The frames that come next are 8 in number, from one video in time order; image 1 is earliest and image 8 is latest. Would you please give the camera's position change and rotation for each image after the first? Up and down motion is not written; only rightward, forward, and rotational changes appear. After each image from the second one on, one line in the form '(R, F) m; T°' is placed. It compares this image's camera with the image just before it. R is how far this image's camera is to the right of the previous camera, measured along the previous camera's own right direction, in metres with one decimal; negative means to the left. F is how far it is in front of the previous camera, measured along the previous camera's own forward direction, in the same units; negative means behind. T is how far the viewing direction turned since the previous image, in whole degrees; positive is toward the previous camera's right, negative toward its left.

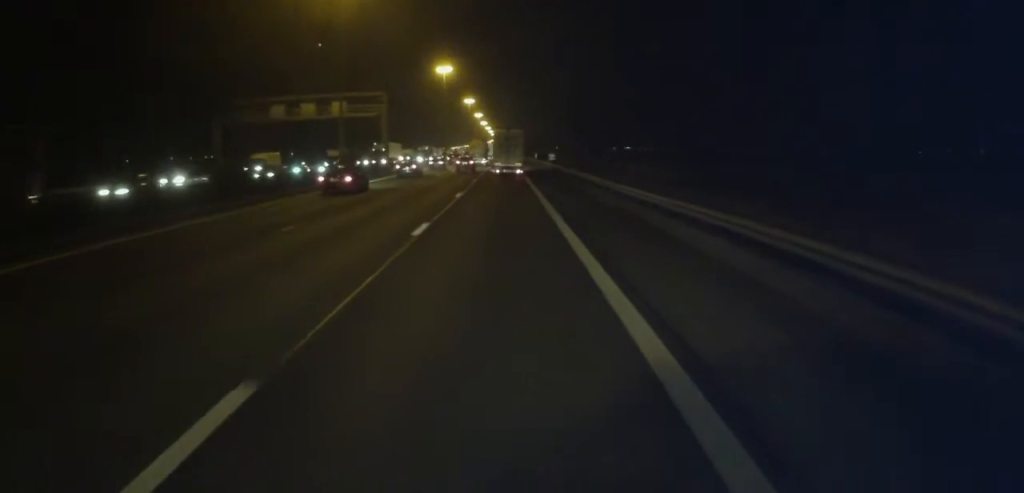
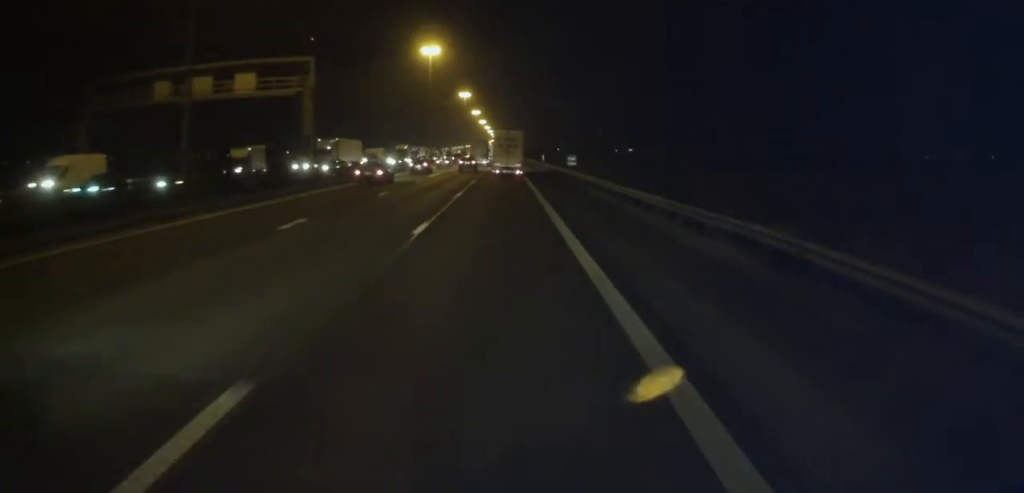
(0.0, +26.7) m; +1°
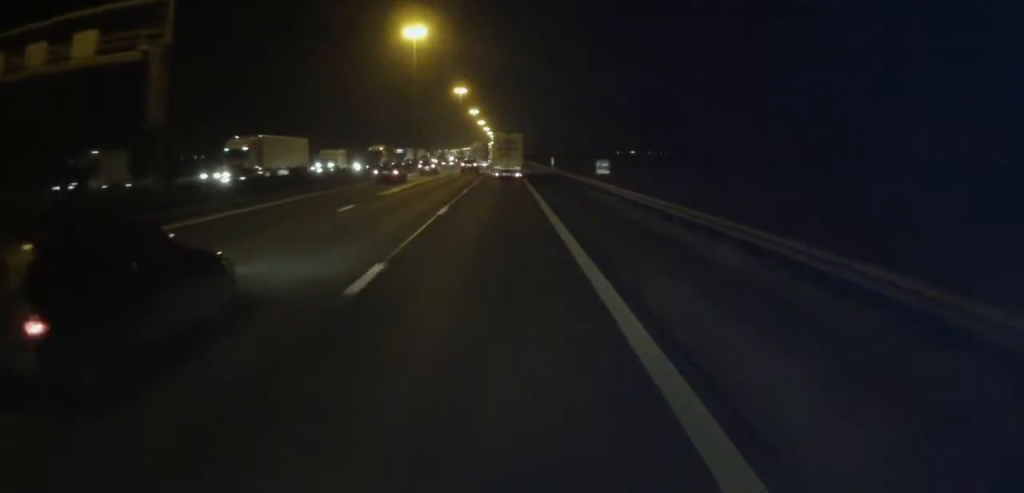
(+0.3, +19.4) m; 0°
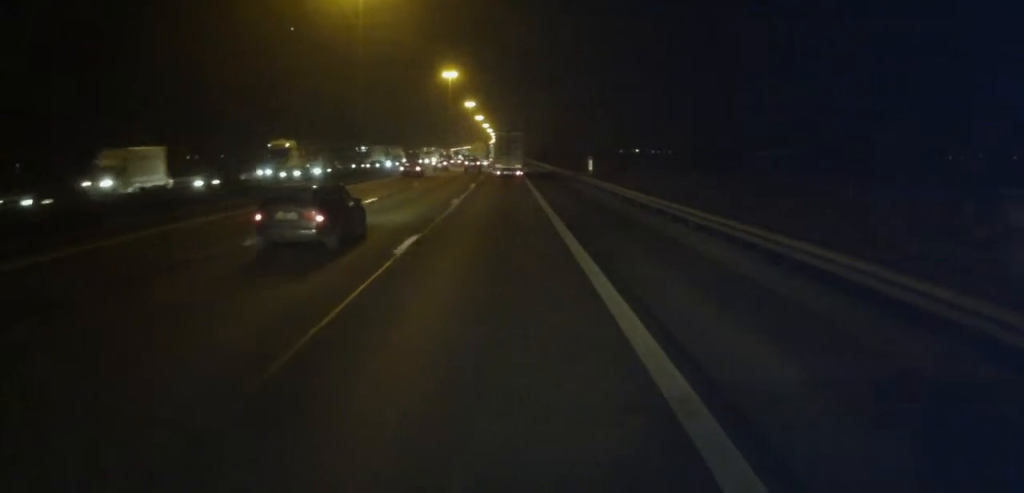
(-0.3, +35.0) m; -1°
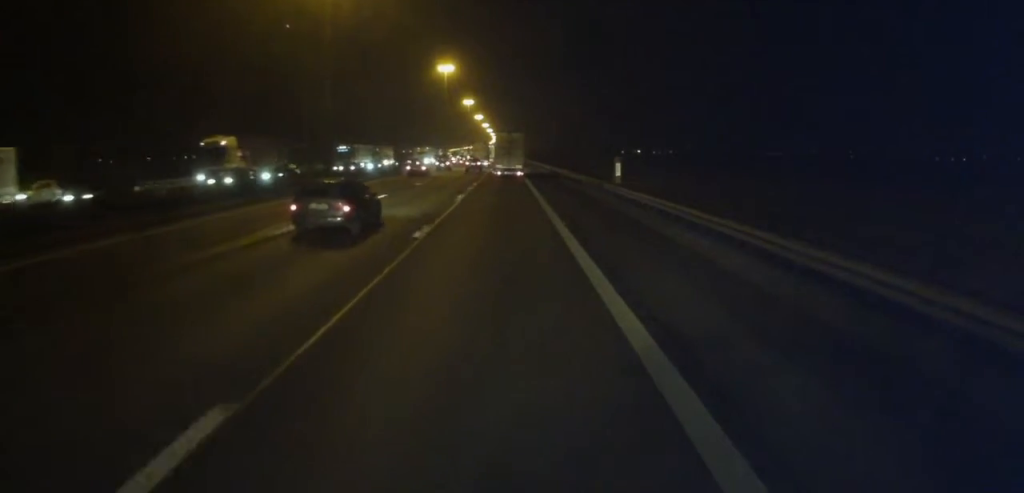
(0.0, +10.9) m; 0°
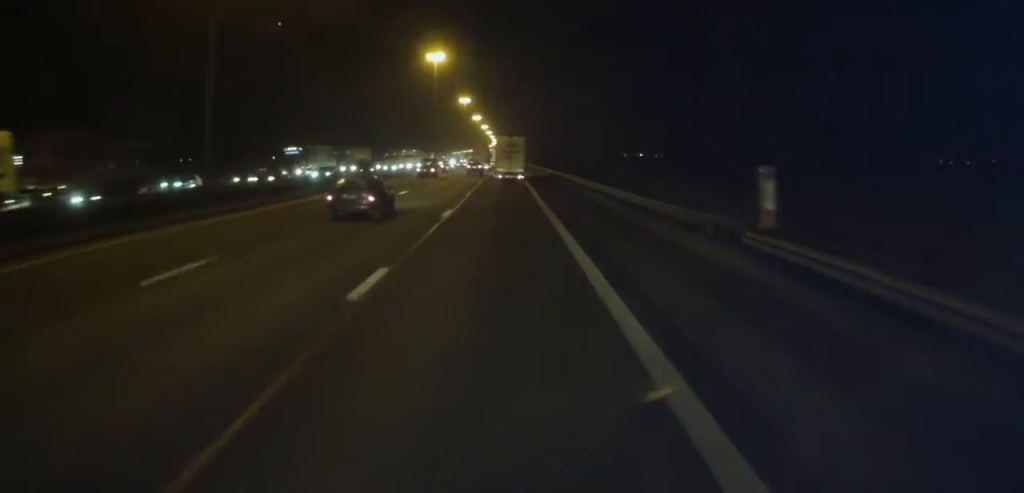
(0.0, +19.6) m; 0°
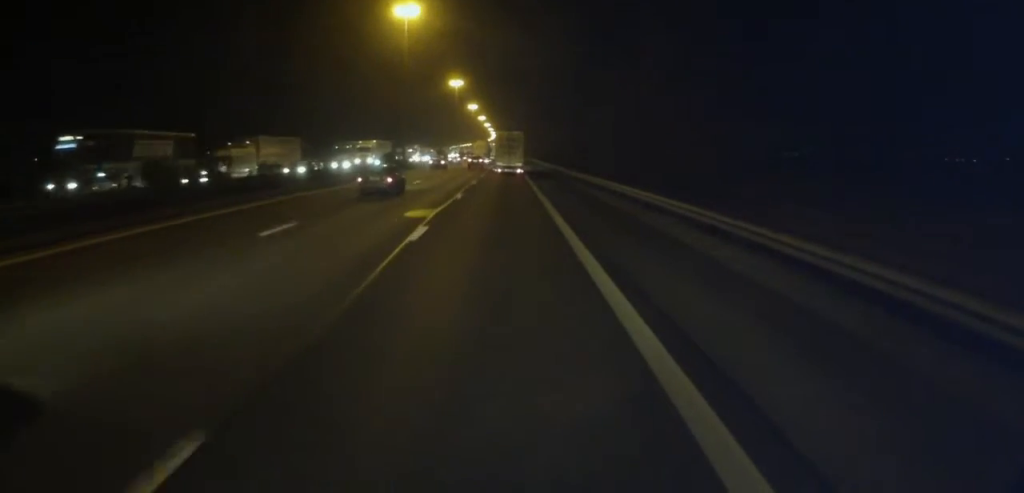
(+0.1, +33.8) m; +1°
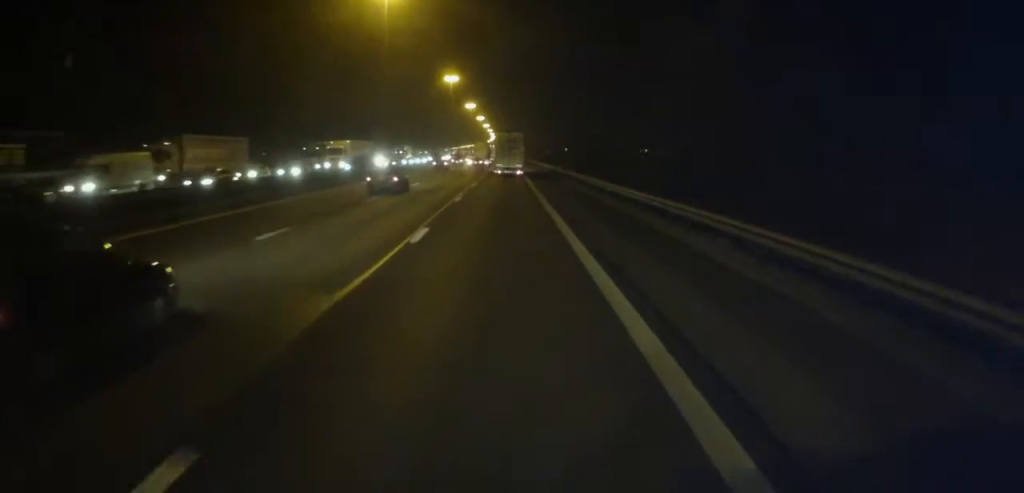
(+0.3, +13.3) m; 0°
